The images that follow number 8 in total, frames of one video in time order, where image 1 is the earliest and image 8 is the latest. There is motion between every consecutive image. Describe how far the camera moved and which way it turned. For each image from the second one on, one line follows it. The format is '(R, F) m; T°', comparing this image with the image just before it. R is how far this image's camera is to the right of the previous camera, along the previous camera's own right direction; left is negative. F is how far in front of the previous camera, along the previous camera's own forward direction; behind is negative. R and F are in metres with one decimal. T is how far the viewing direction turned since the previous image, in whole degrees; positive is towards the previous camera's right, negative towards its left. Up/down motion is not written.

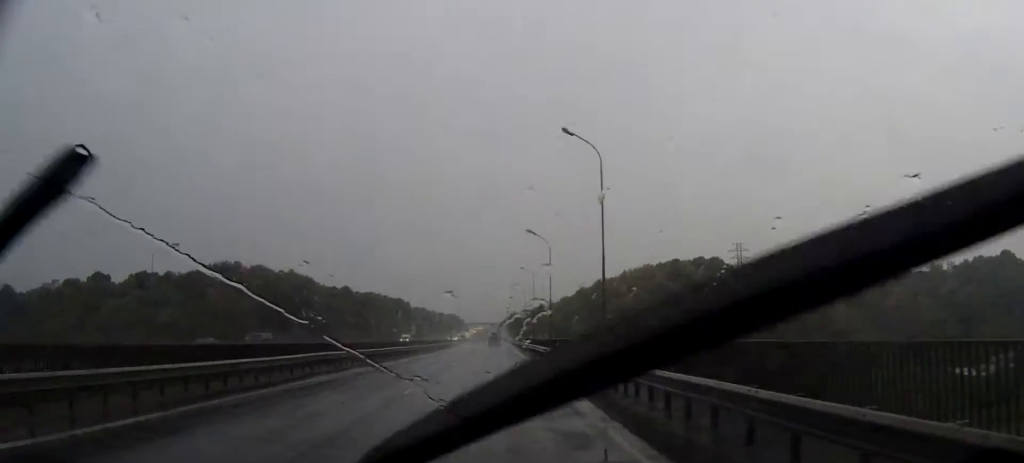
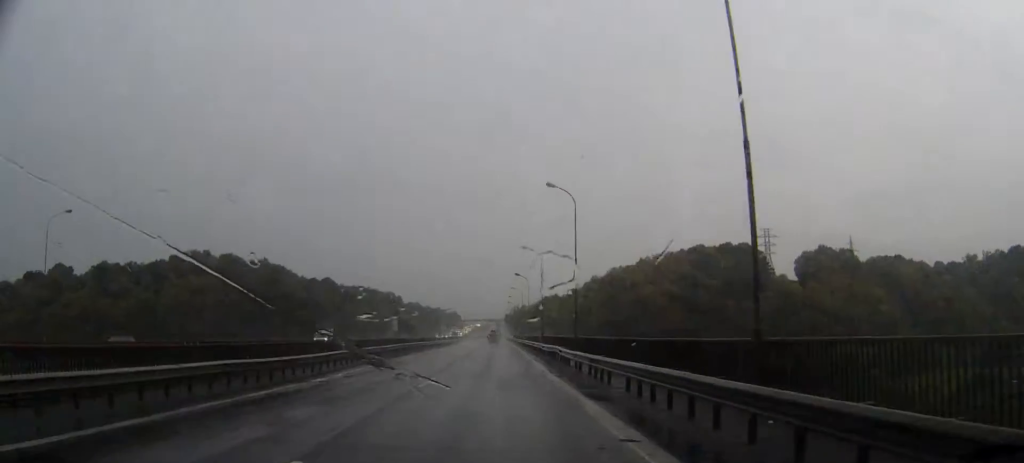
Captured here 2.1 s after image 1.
(-0.2, +44.7) m; 0°
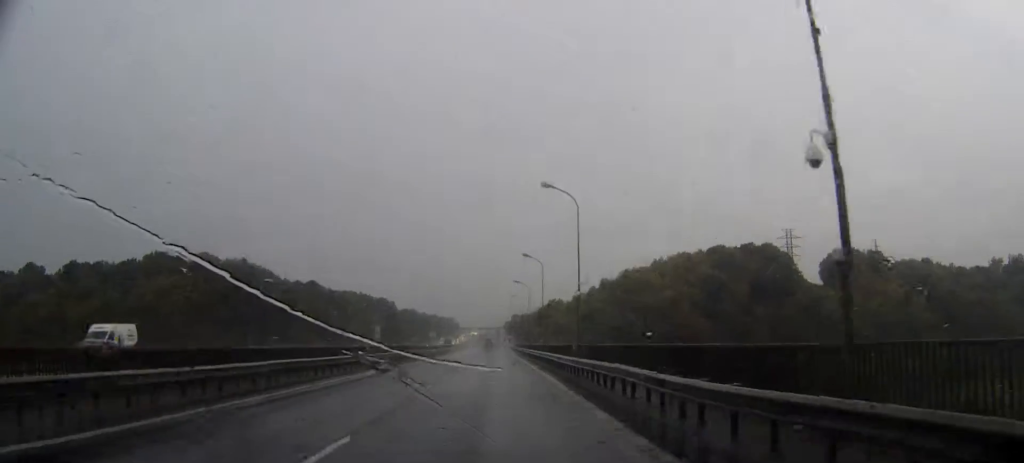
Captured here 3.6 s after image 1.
(+0.1, +29.9) m; 0°
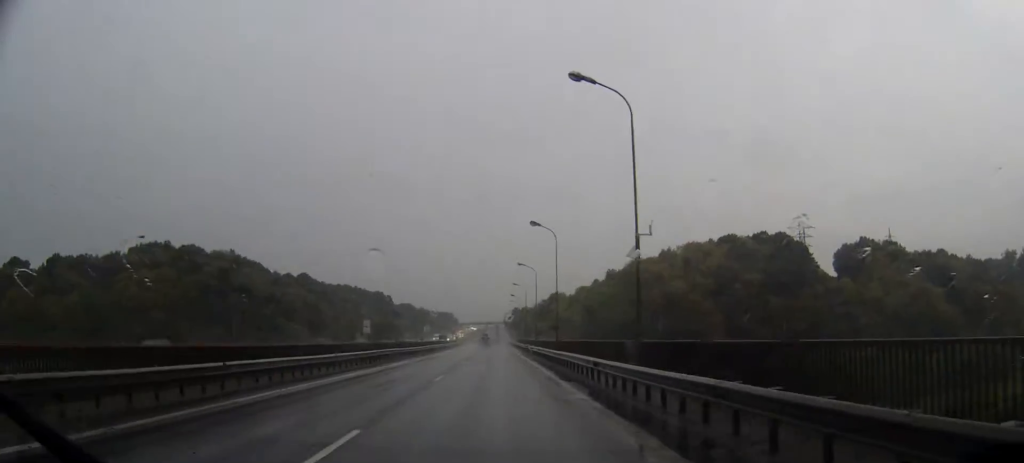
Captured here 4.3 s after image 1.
(0.0, +15.3) m; 0°
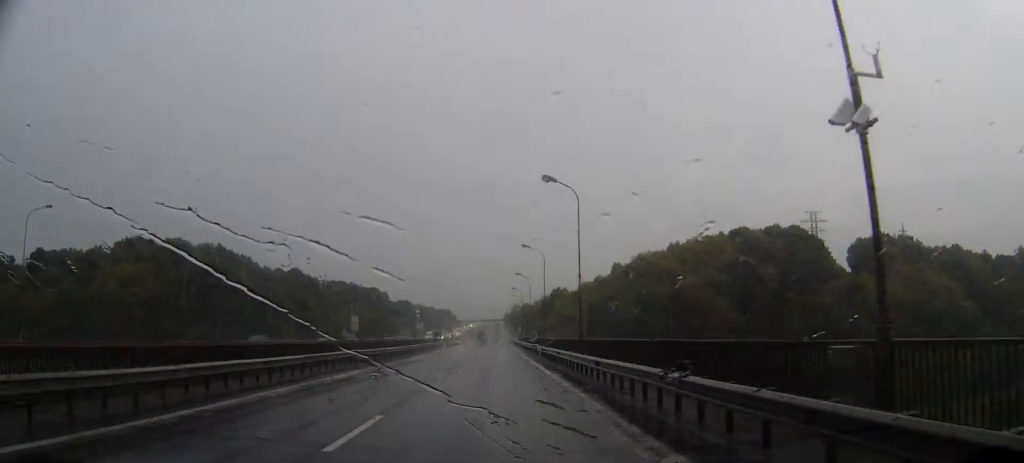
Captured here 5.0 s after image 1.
(0.0, +13.9) m; 0°
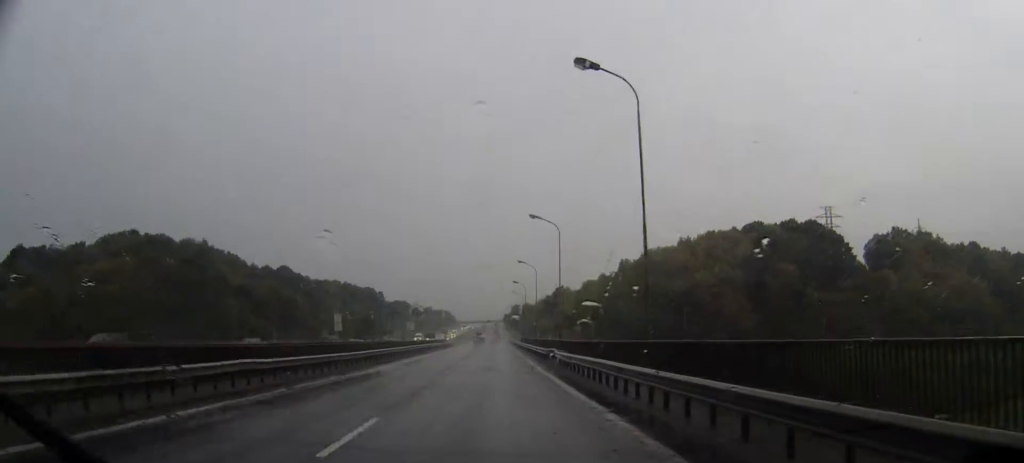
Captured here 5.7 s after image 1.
(0.0, +16.1) m; 0°
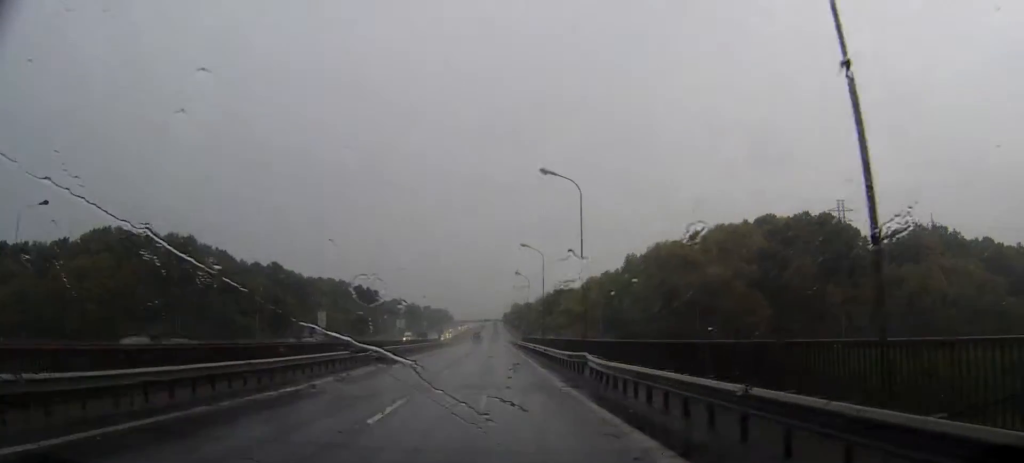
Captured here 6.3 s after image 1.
(0.0, +12.7) m; 0°
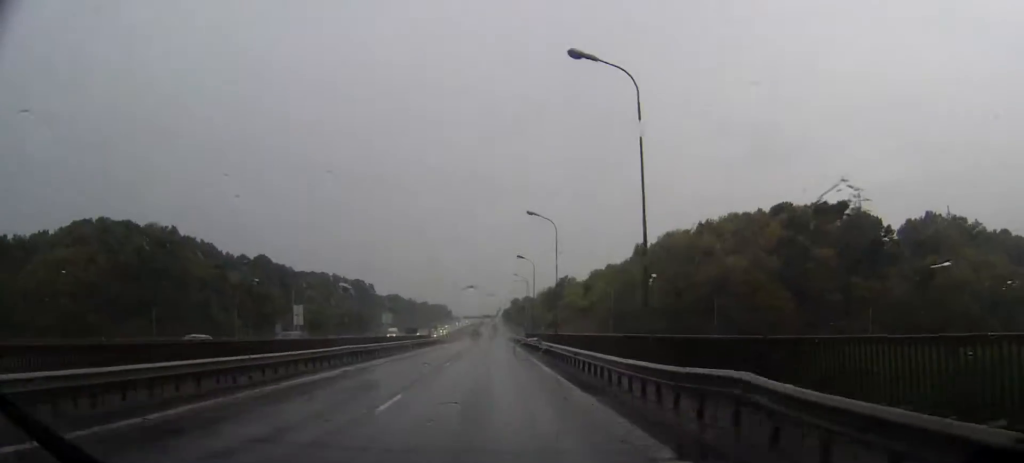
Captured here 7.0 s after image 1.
(0.0, +14.8) m; 0°
